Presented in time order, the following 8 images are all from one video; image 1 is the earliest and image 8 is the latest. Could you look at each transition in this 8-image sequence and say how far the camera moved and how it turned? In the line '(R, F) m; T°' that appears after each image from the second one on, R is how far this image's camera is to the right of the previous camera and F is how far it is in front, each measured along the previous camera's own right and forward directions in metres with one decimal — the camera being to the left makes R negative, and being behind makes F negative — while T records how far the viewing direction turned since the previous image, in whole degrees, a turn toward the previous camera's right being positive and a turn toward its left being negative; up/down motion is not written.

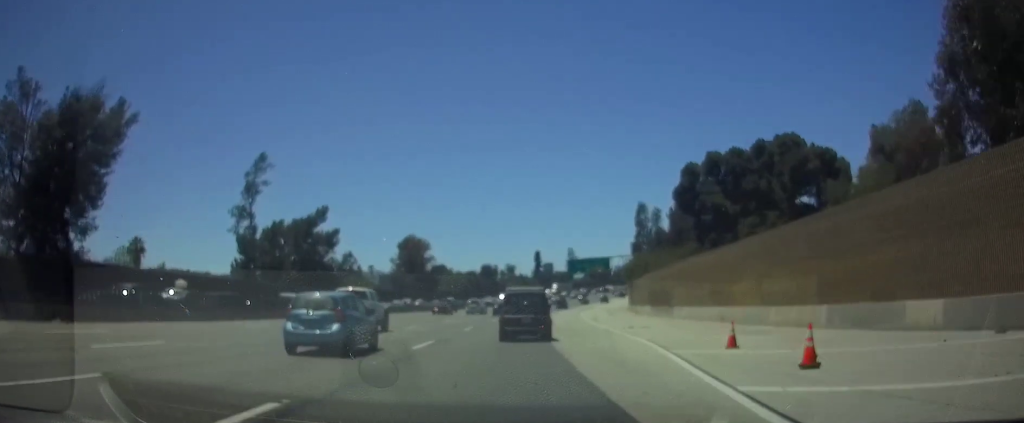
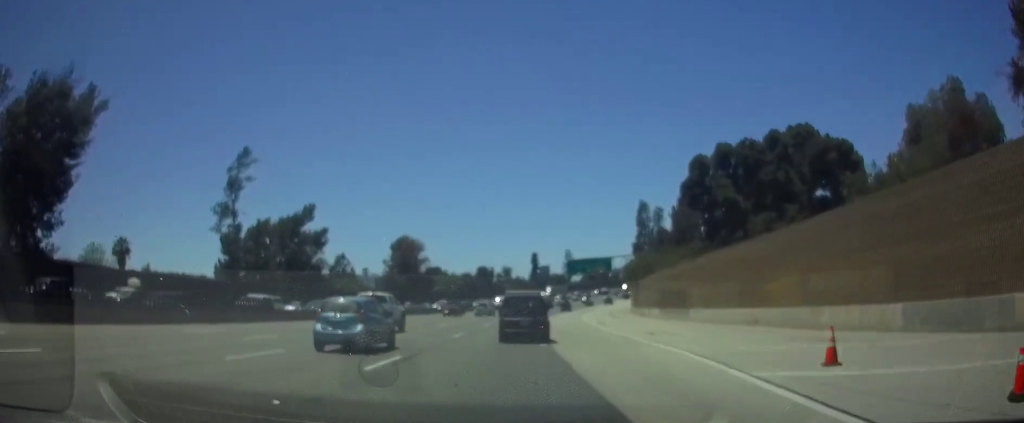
(0.0, +6.0) m; 0°
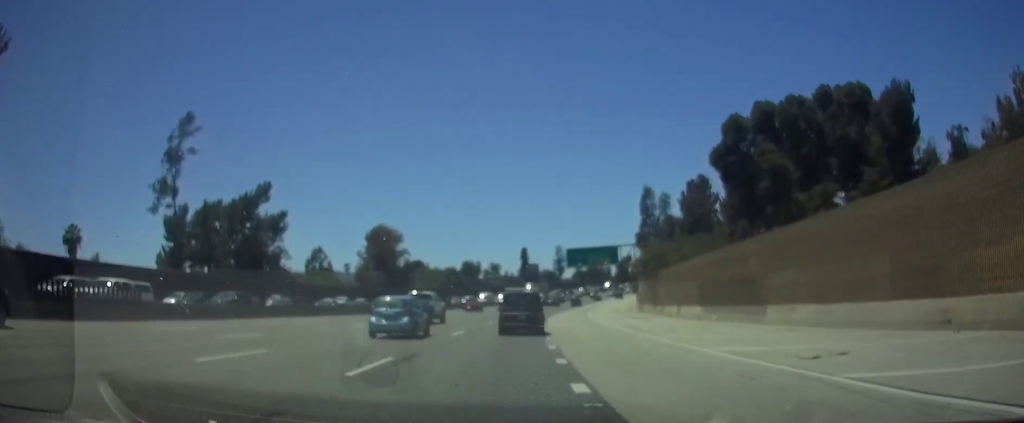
(+0.1, +17.2) m; +2°
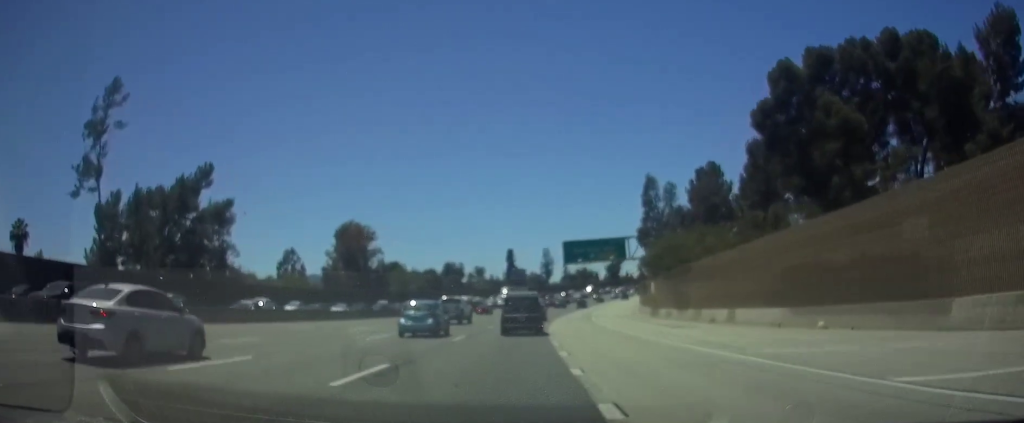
(+0.3, +16.3) m; +2°
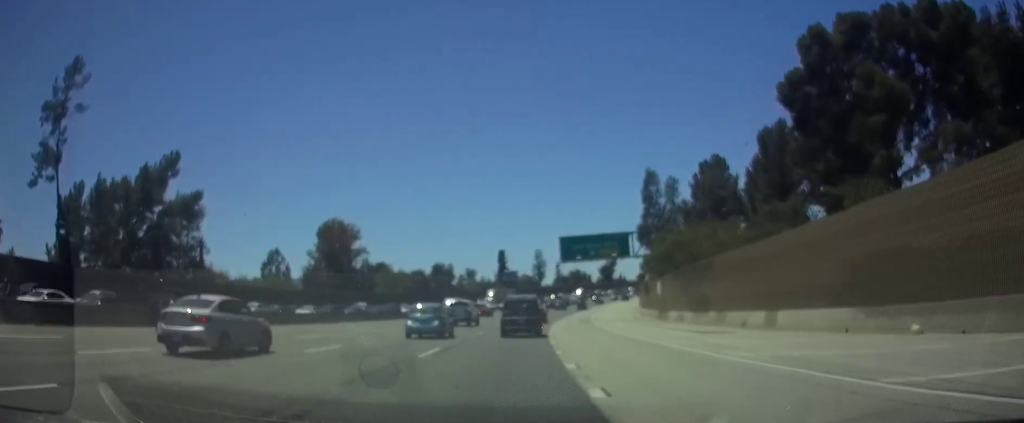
(0.0, +7.4) m; +1°
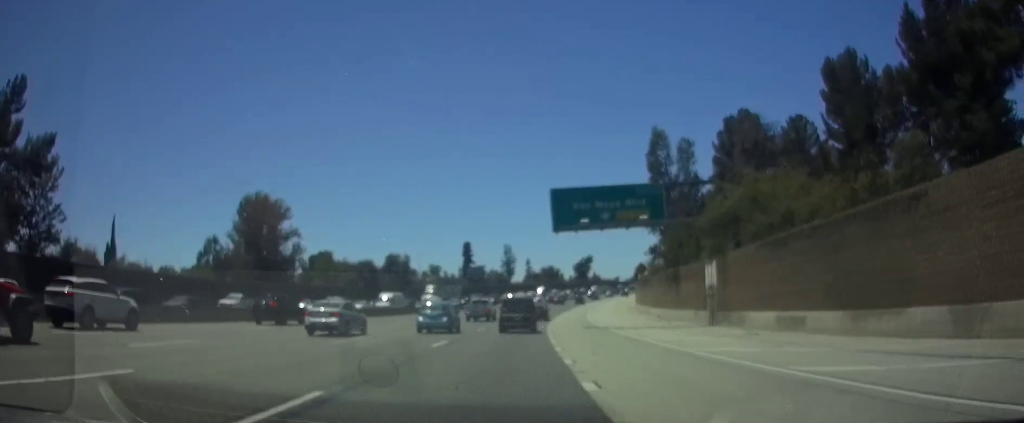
(+0.5, +27.3) m; +2°
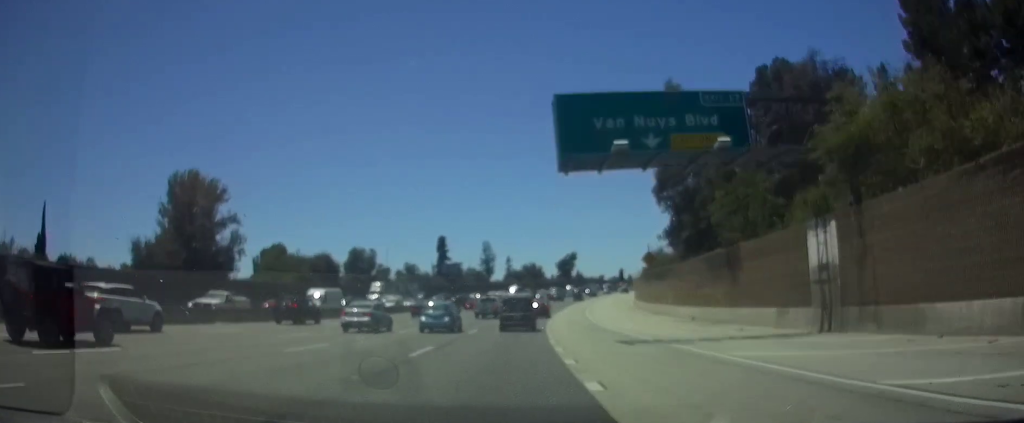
(+0.2, +18.5) m; +1°
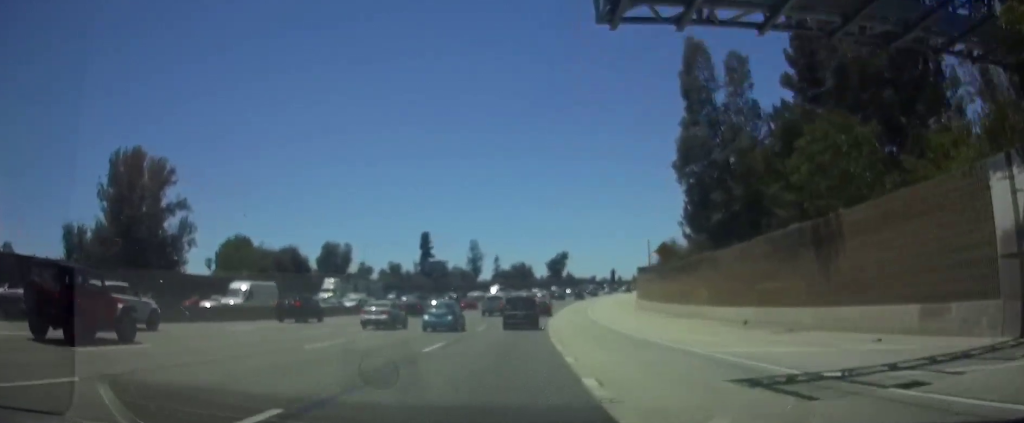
(+0.2, +12.8) m; +1°
